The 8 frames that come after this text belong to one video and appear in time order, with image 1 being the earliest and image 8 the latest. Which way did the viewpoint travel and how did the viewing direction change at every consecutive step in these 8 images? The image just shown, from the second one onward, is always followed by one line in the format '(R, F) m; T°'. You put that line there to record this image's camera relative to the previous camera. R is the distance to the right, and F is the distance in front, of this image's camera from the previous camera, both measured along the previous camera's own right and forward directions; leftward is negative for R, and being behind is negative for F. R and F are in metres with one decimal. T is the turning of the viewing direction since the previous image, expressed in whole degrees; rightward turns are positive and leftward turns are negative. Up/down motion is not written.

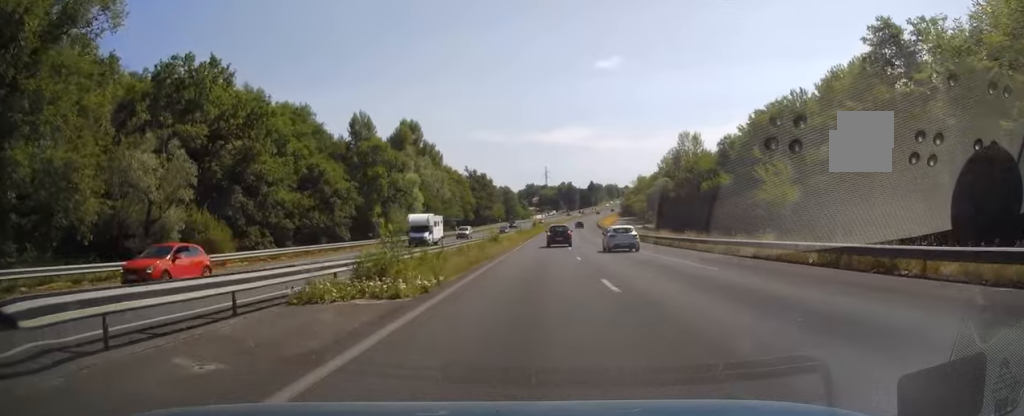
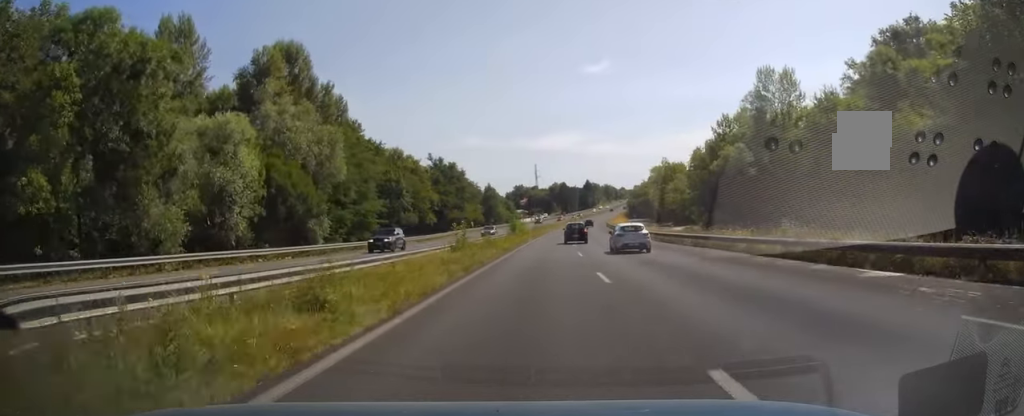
(+0.2, +50.2) m; +1°
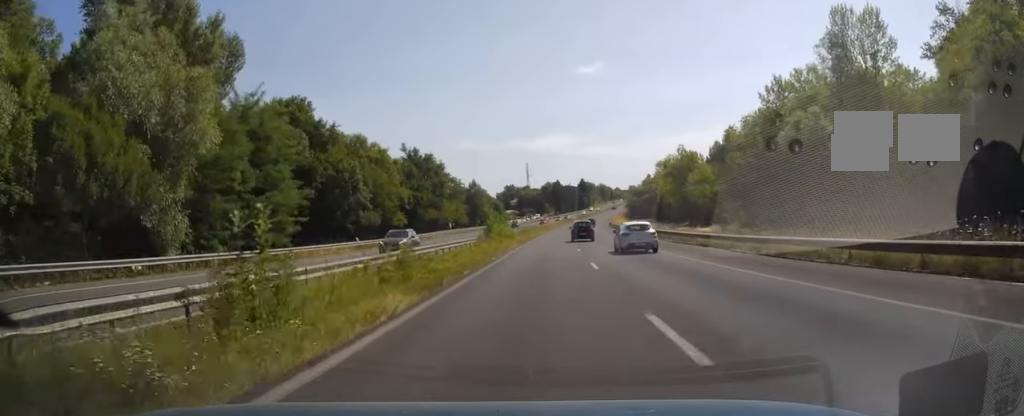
(0.0, +21.7) m; +1°
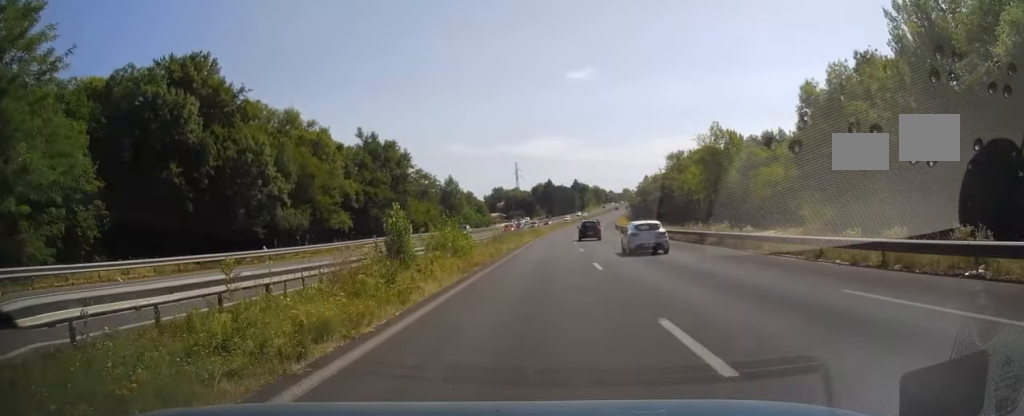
(+0.3, +26.8) m; +1°
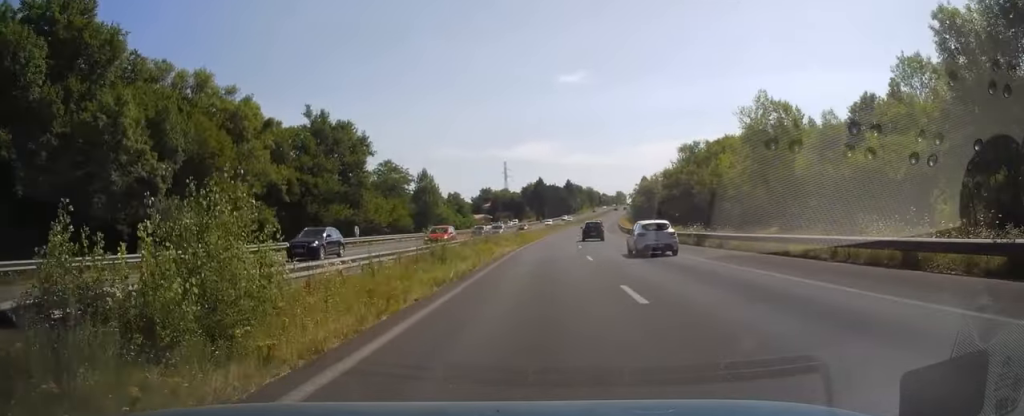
(+0.1, +21.5) m; +1°
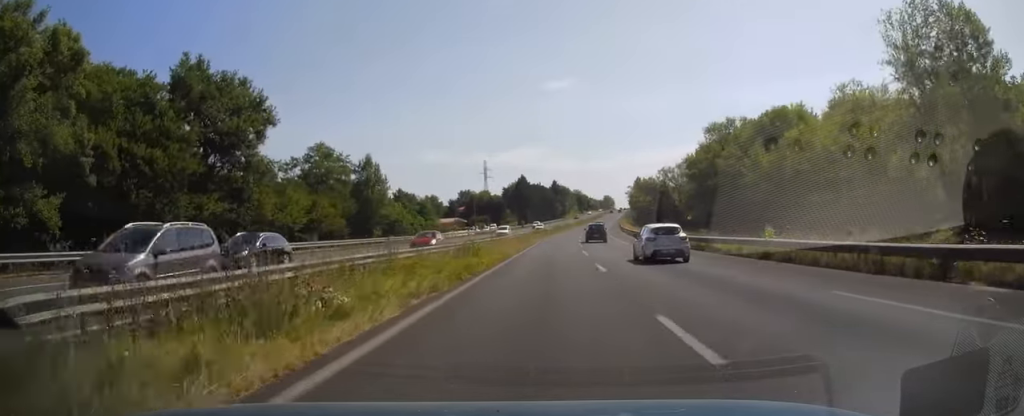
(+0.3, +30.5) m; +2°
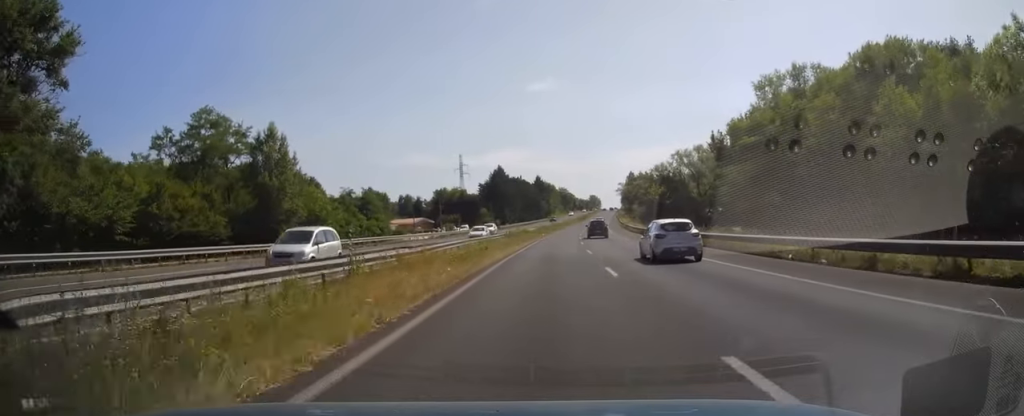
(+0.6, +29.6) m; +1°
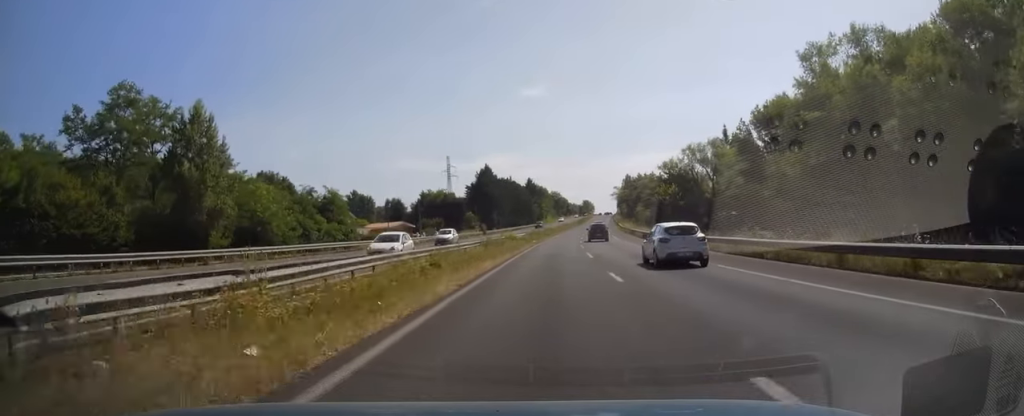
(-0.1, +13.9) m; 0°
